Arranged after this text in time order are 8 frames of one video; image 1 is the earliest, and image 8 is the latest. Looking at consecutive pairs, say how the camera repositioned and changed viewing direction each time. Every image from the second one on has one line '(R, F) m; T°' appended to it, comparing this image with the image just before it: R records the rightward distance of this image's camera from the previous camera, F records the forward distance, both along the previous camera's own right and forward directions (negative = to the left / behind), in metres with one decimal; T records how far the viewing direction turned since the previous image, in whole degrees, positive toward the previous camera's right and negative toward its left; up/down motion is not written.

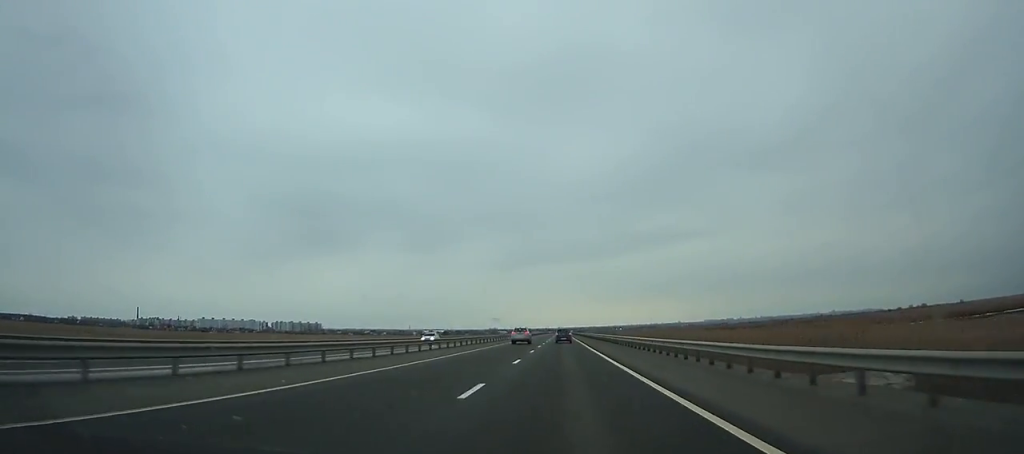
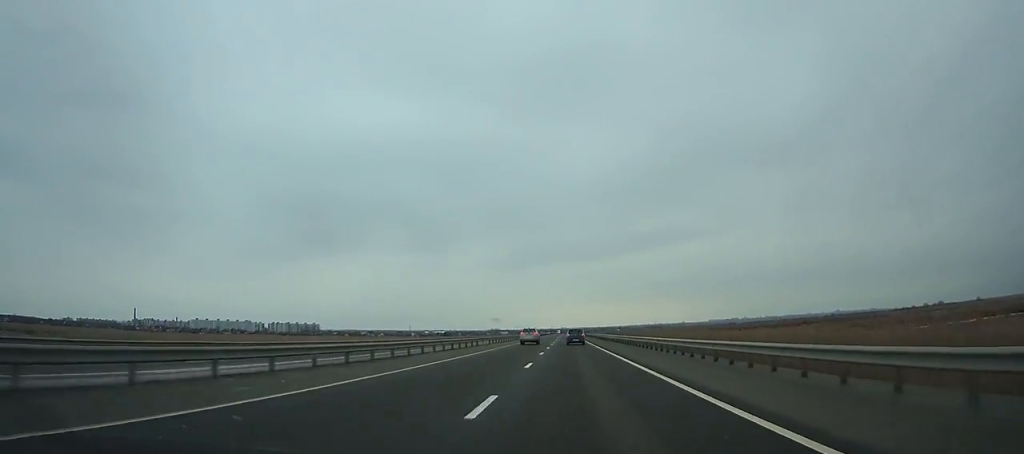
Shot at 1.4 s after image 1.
(-0.2, +39.2) m; 0°
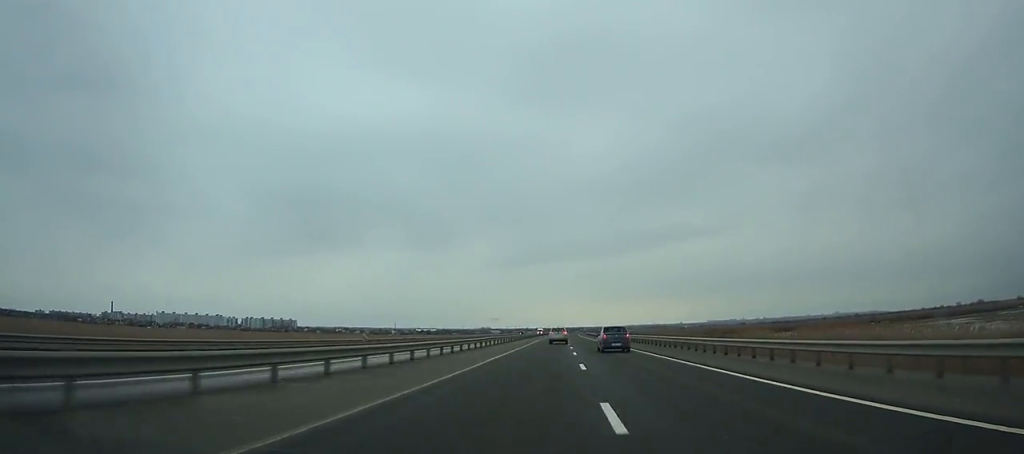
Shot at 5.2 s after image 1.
(+0.6, +108.9) m; +1°
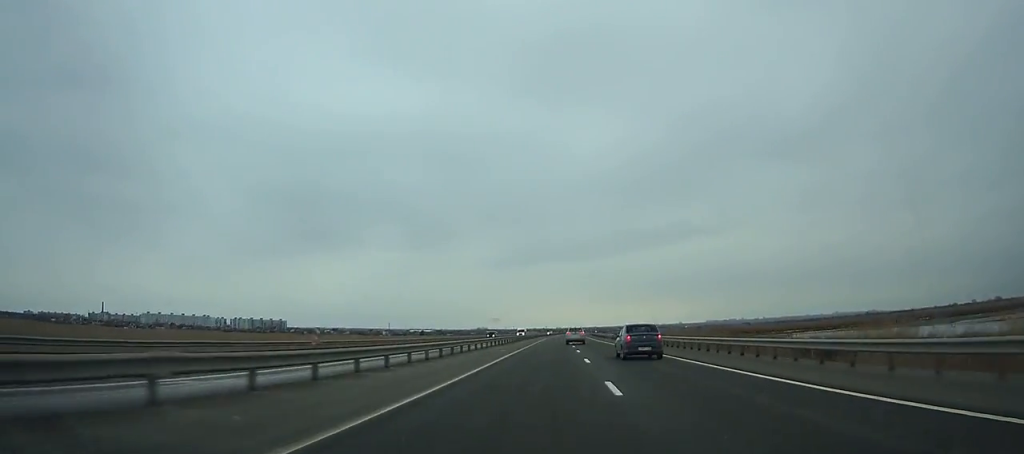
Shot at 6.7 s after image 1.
(-0.1, +43.7) m; 0°
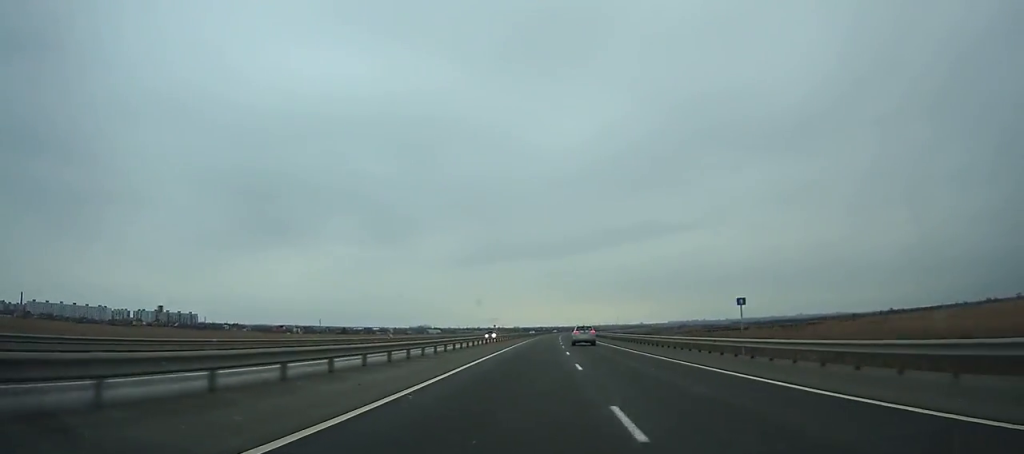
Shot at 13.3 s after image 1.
(+5.7, +193.6) m; +4°
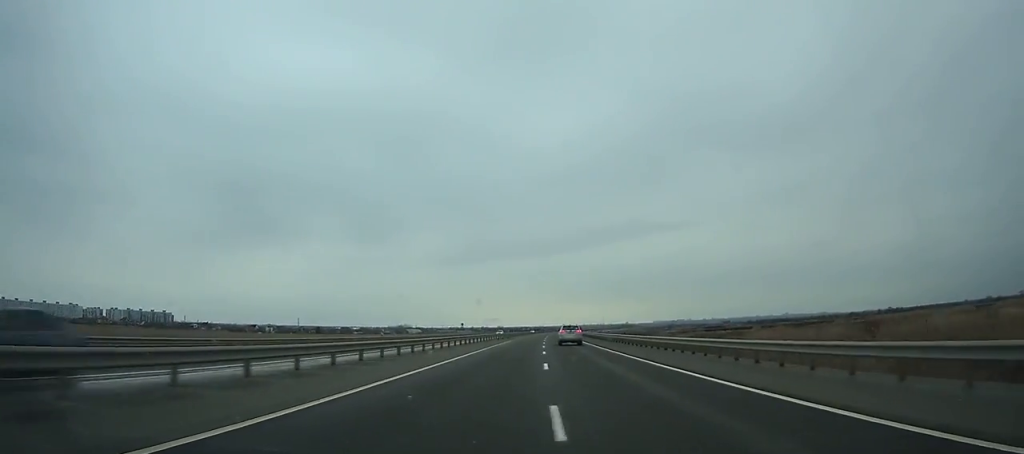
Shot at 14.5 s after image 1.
(+0.5, +35.0) m; +1°
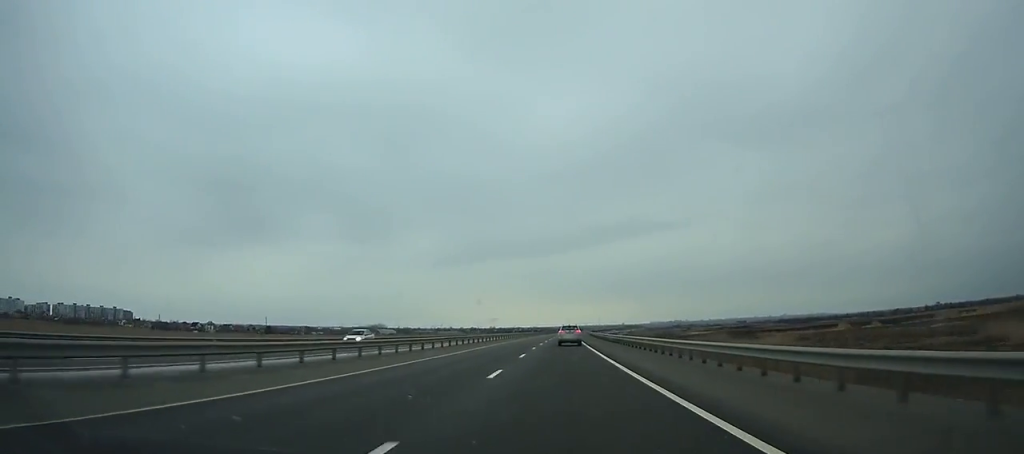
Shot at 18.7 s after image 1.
(+1.9, +121.3) m; +2°
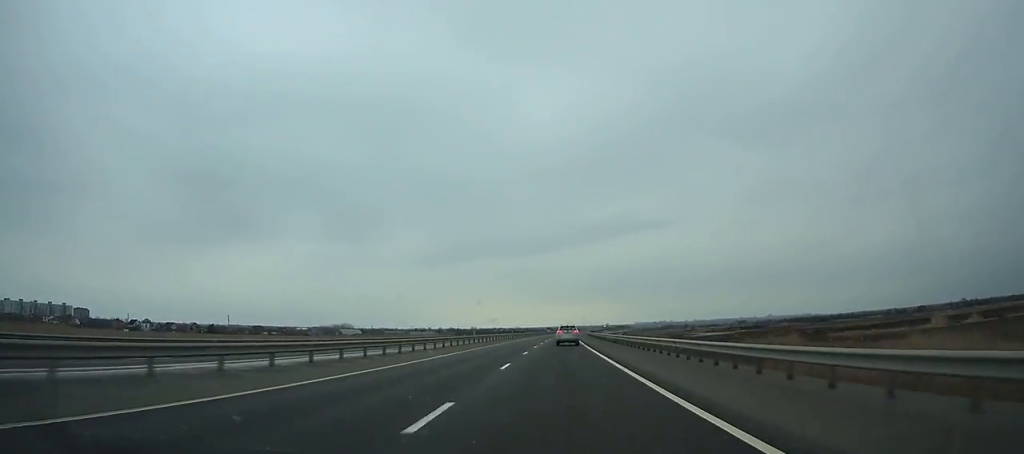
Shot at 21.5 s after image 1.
(+1.1, +79.5) m; +1°
